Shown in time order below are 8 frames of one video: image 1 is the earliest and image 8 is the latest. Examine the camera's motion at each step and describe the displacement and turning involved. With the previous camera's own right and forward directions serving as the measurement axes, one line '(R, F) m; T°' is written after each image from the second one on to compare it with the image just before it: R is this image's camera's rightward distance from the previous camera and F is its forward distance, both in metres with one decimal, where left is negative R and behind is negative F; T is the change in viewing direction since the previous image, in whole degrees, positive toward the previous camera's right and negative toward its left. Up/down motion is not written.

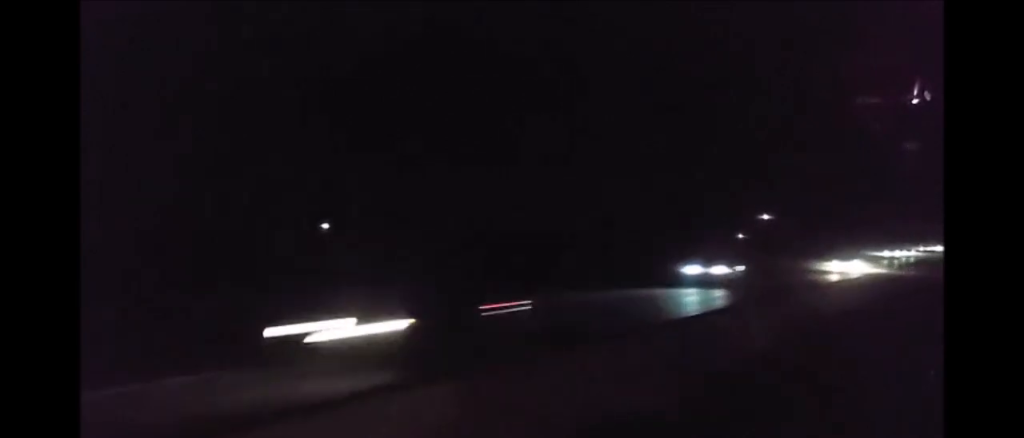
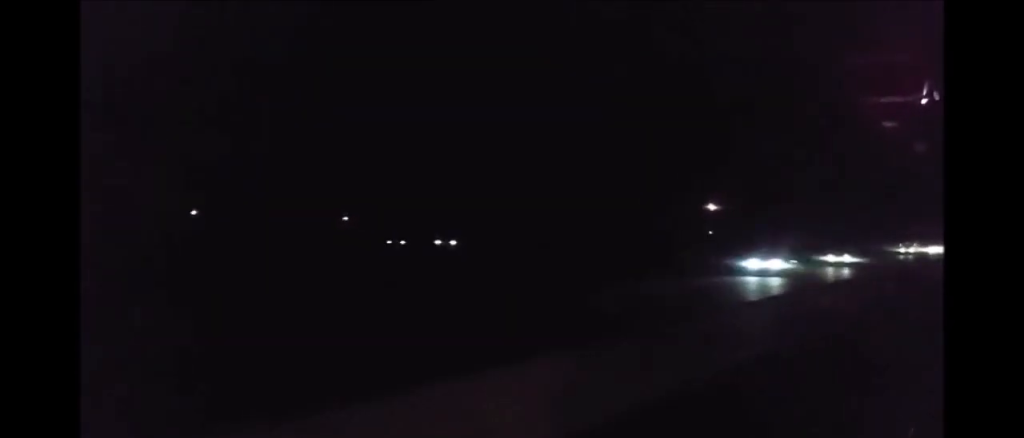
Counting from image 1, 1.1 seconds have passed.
(-0.4, +36.8) m; -1°
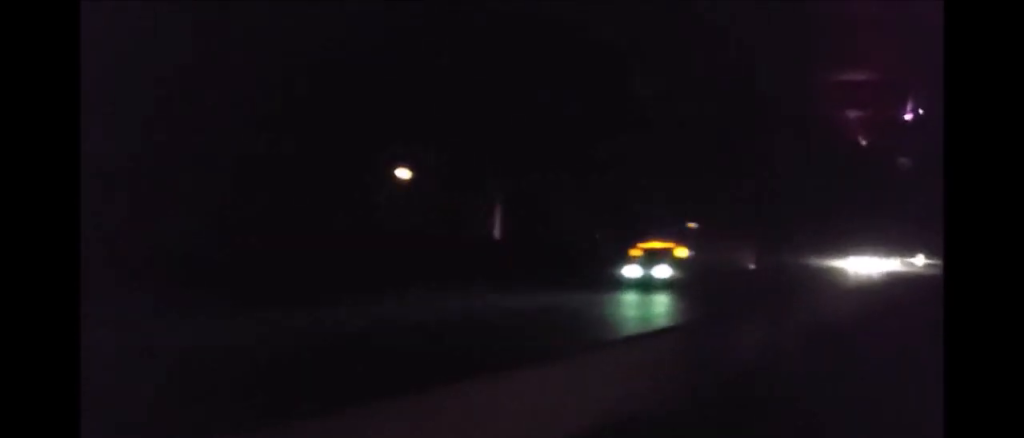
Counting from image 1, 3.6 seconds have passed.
(+0.4, +78.3) m; +1°
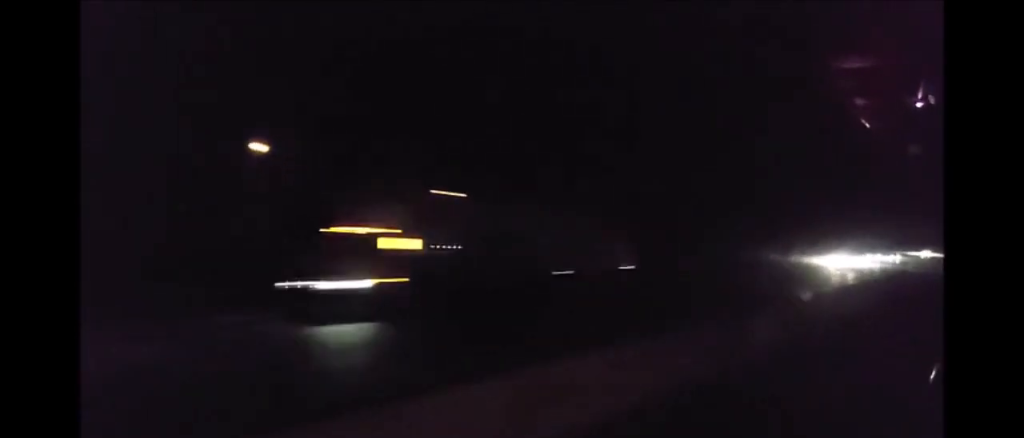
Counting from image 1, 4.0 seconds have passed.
(+0.1, +15.0) m; 0°
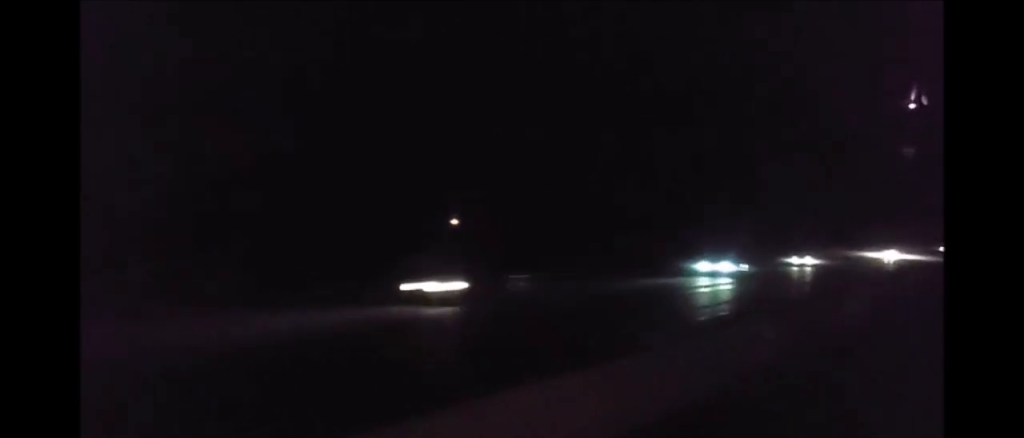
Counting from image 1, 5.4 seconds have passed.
(0.0, +42.6) m; +1°
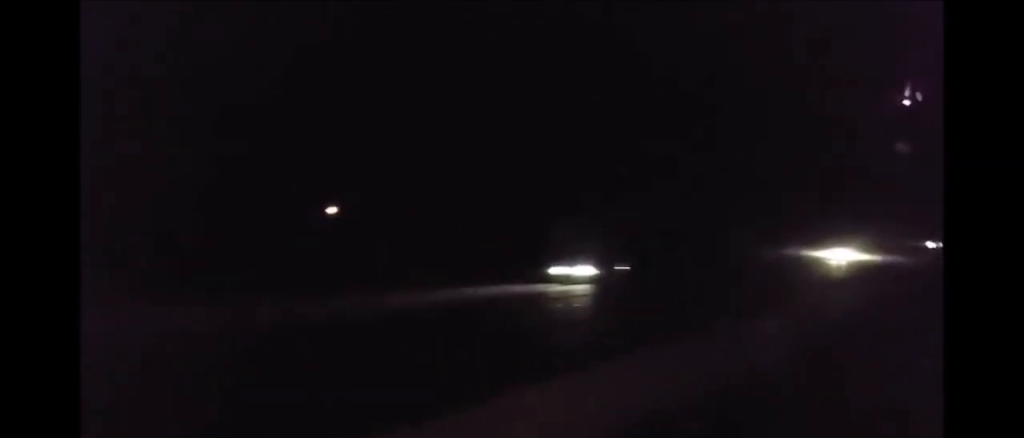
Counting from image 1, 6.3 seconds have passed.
(+0.3, +28.6) m; -1°
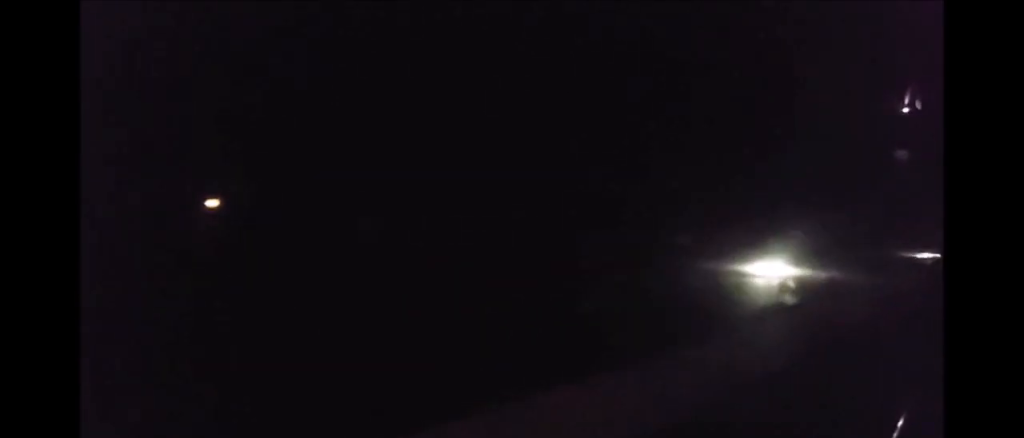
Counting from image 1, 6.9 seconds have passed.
(-0.2, +19.0) m; 0°
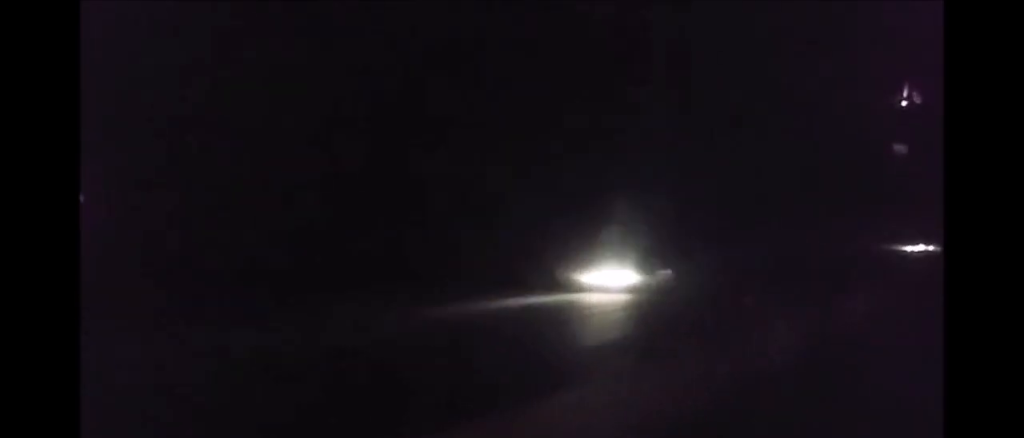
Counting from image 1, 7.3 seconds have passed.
(-0.3, +14.7) m; 0°
